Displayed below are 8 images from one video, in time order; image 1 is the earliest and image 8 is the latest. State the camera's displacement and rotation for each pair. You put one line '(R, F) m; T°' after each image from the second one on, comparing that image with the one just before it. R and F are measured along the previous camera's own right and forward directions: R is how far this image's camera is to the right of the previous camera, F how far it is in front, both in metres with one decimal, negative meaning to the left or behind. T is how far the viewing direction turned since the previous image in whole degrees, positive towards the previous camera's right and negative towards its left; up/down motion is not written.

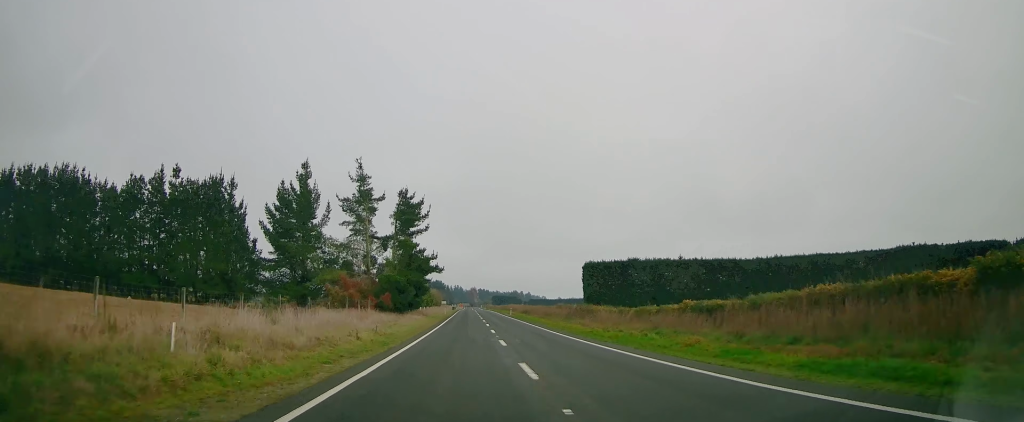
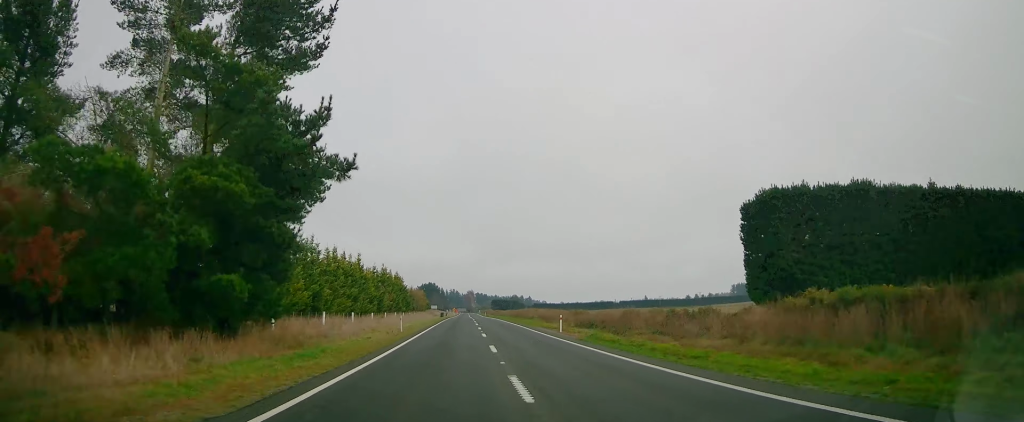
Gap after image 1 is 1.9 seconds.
(-0.7, +52.4) m; -1°
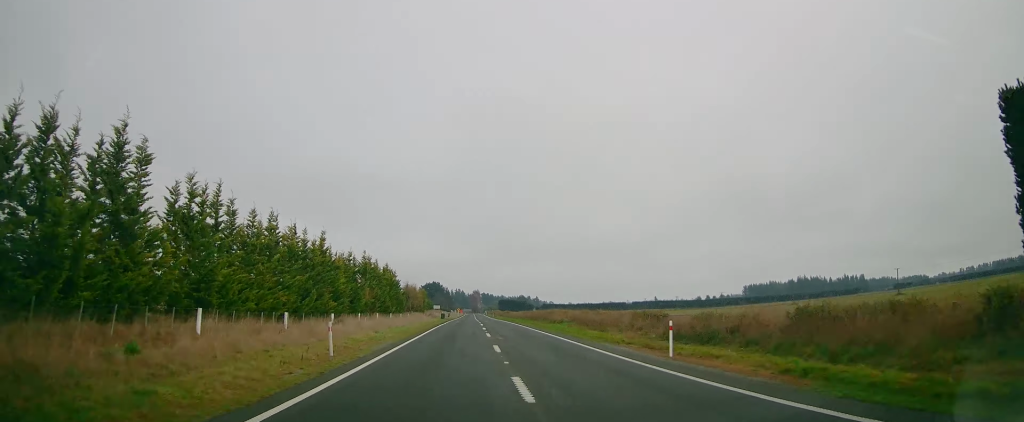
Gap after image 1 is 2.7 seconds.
(+0.2, +19.9) m; 0°
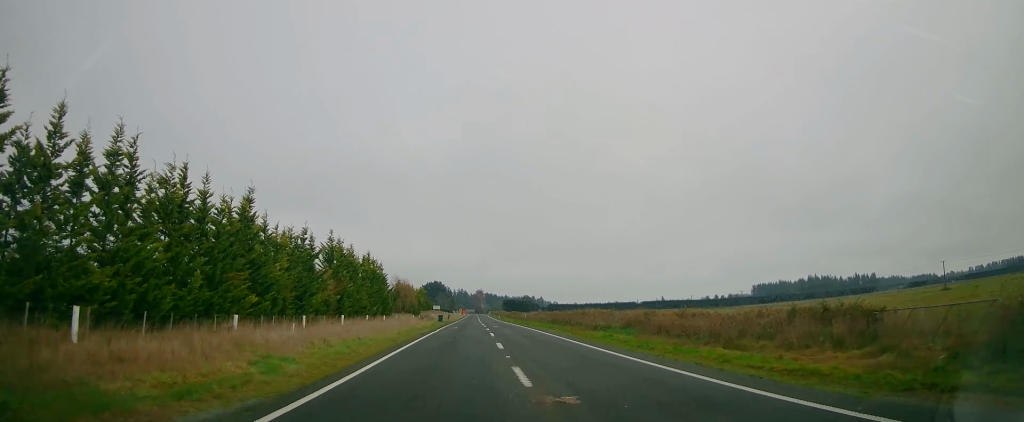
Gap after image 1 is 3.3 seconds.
(+0.1, +18.0) m; 0°
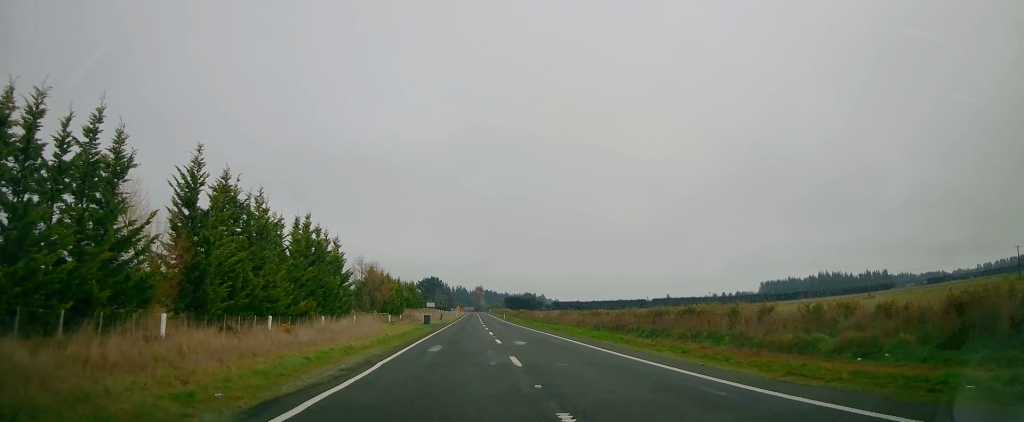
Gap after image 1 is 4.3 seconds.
(-0.2, +26.2) m; 0°
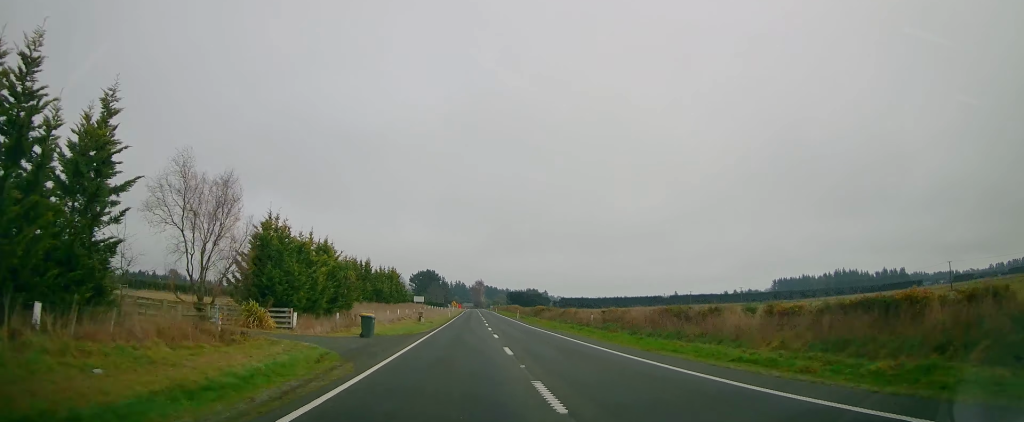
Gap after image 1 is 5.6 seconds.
(+0.5, +36.2) m; +1°
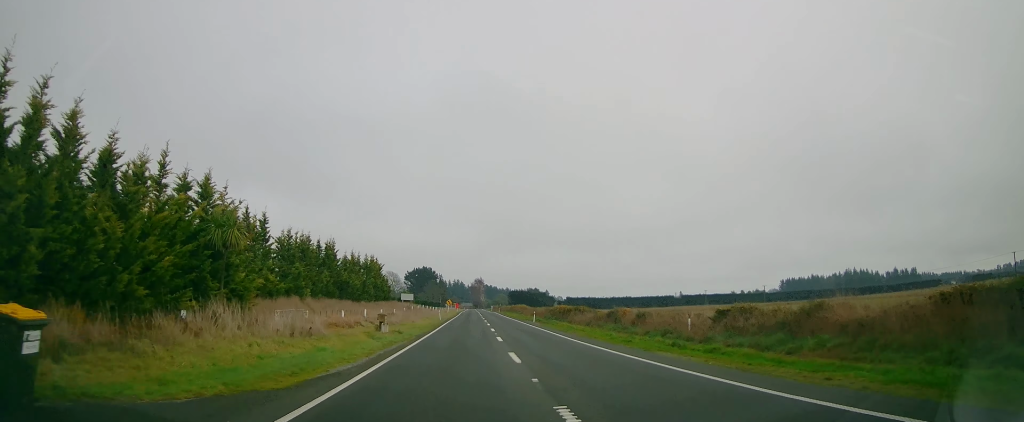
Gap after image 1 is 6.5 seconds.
(0.0, +22.6) m; 0°
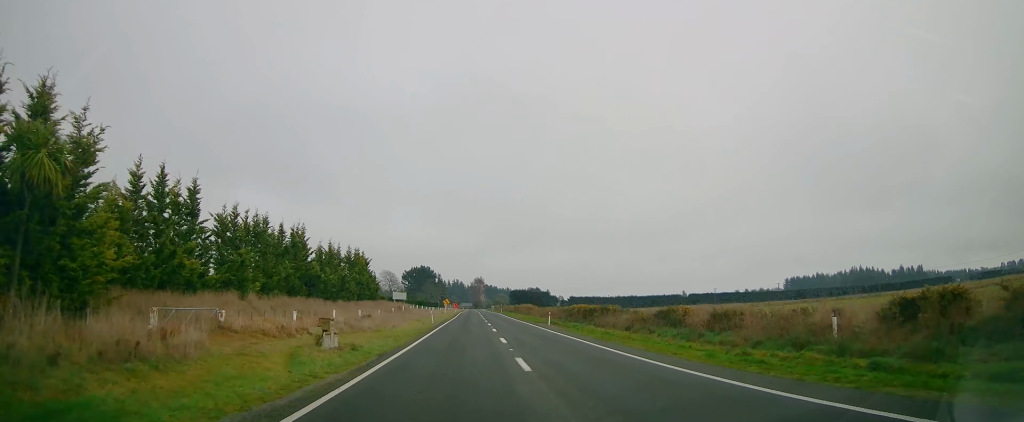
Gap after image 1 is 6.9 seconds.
(+0.1, +11.7) m; 0°
